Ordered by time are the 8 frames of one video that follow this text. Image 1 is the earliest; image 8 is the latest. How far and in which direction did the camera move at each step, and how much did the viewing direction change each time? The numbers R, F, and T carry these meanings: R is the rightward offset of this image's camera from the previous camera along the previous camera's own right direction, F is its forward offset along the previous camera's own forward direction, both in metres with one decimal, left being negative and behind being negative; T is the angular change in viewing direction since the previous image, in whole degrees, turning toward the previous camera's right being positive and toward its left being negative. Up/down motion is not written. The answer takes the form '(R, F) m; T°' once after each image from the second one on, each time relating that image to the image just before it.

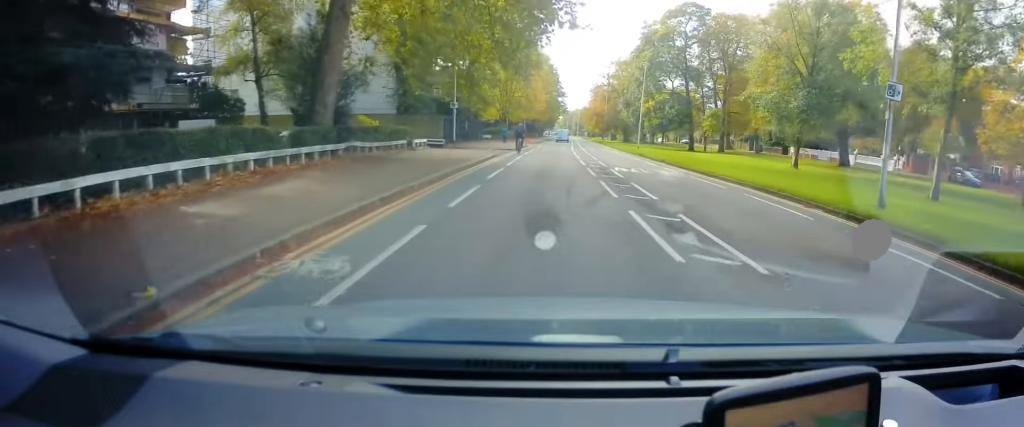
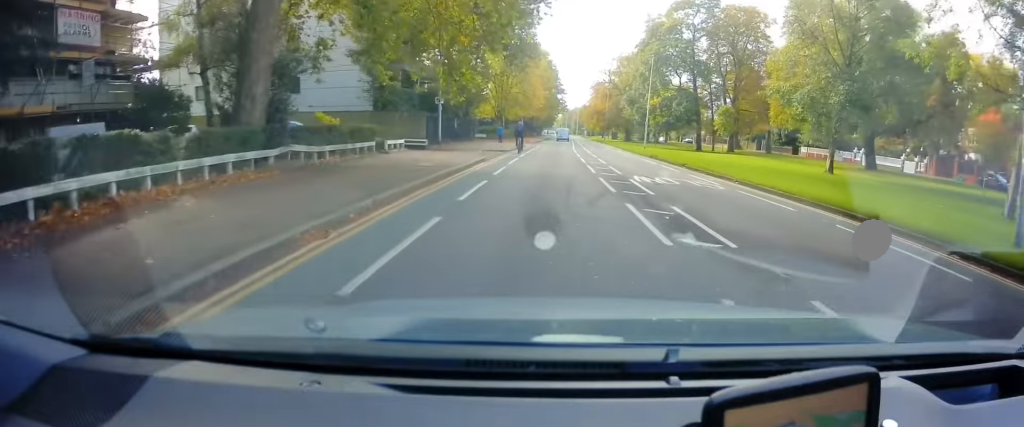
(+0.1, +5.1) m; +1°
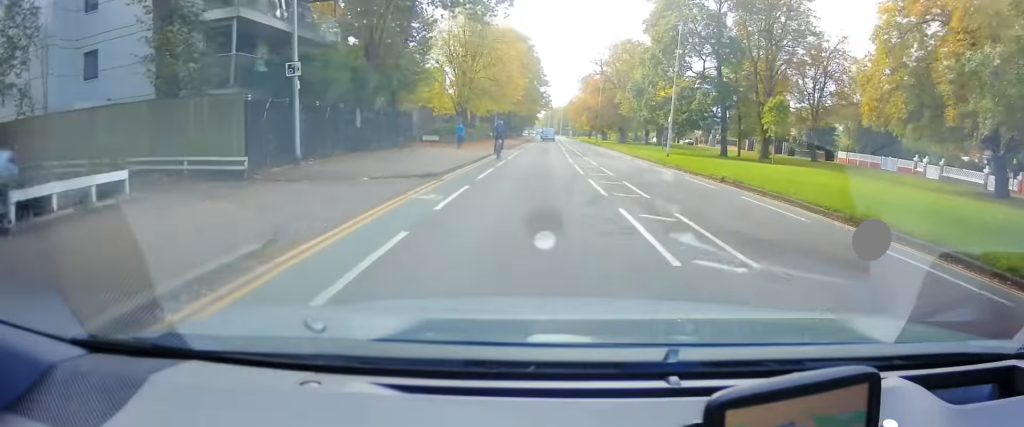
(+0.4, +18.9) m; +1°
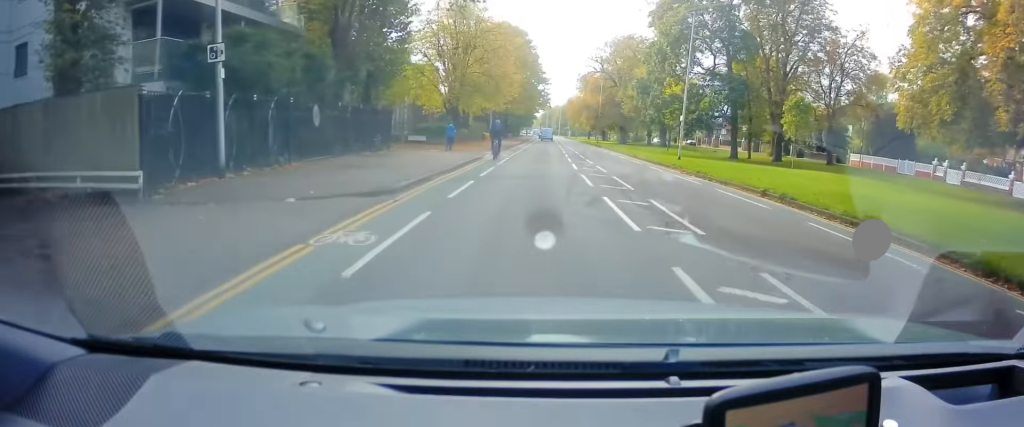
(0.0, +4.2) m; 0°
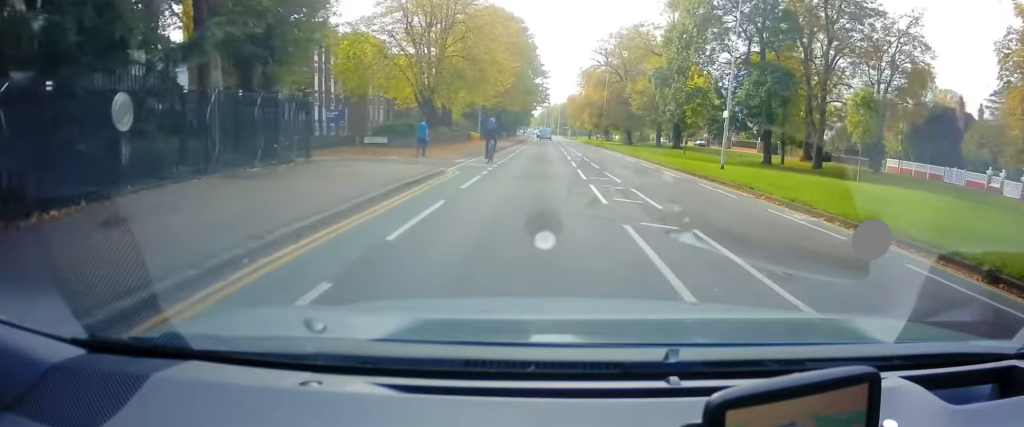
(-0.1, +9.8) m; 0°
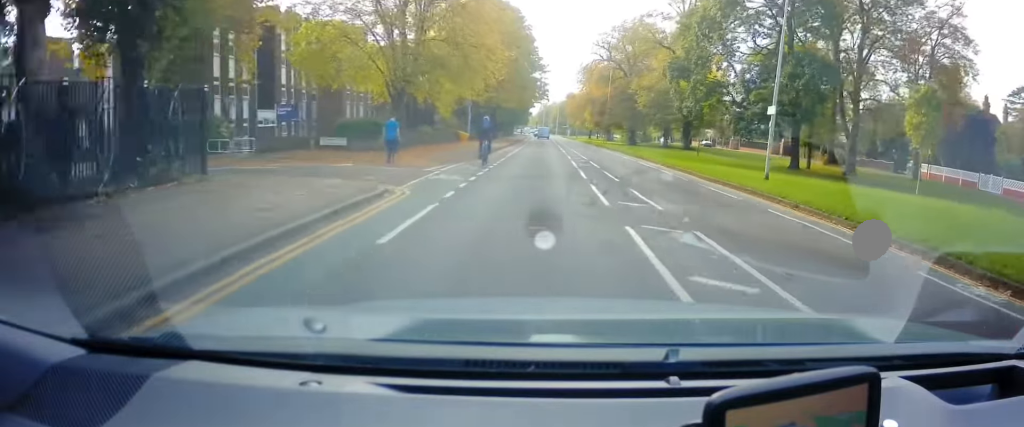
(0.0, +6.3) m; 0°
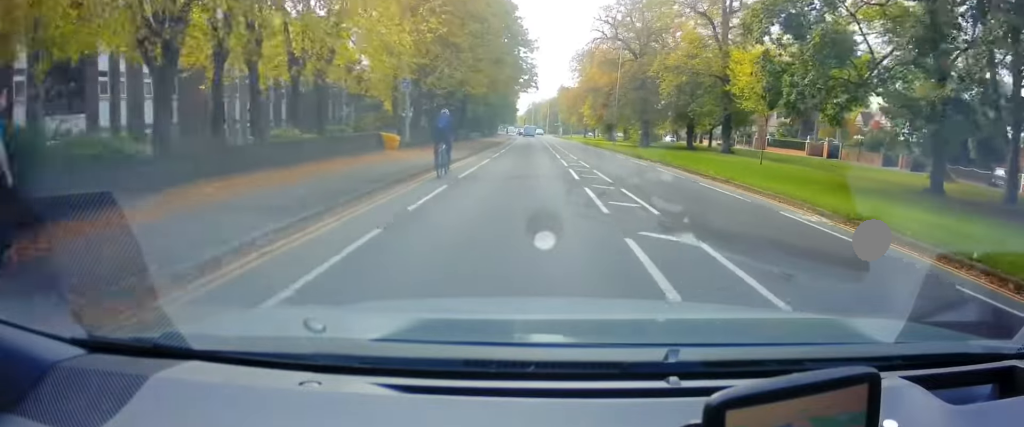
(0.0, +19.9) m; -1°
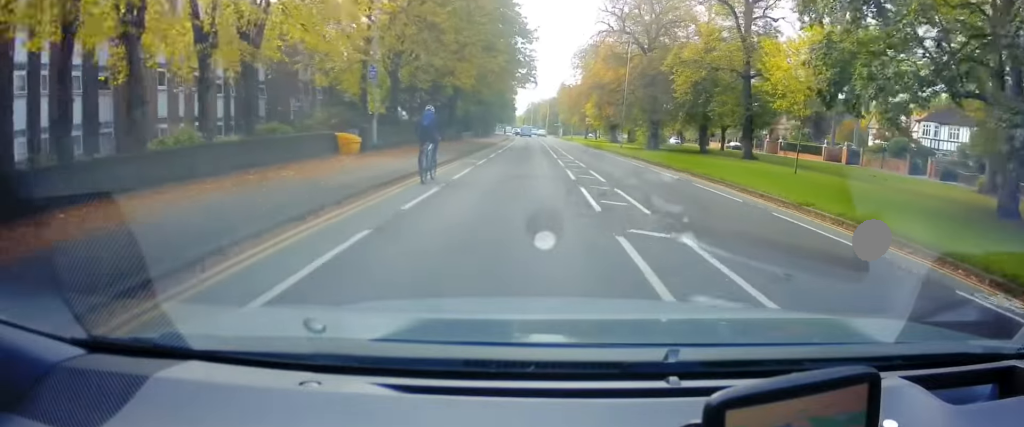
(+0.1, +6.0) m; -1°
